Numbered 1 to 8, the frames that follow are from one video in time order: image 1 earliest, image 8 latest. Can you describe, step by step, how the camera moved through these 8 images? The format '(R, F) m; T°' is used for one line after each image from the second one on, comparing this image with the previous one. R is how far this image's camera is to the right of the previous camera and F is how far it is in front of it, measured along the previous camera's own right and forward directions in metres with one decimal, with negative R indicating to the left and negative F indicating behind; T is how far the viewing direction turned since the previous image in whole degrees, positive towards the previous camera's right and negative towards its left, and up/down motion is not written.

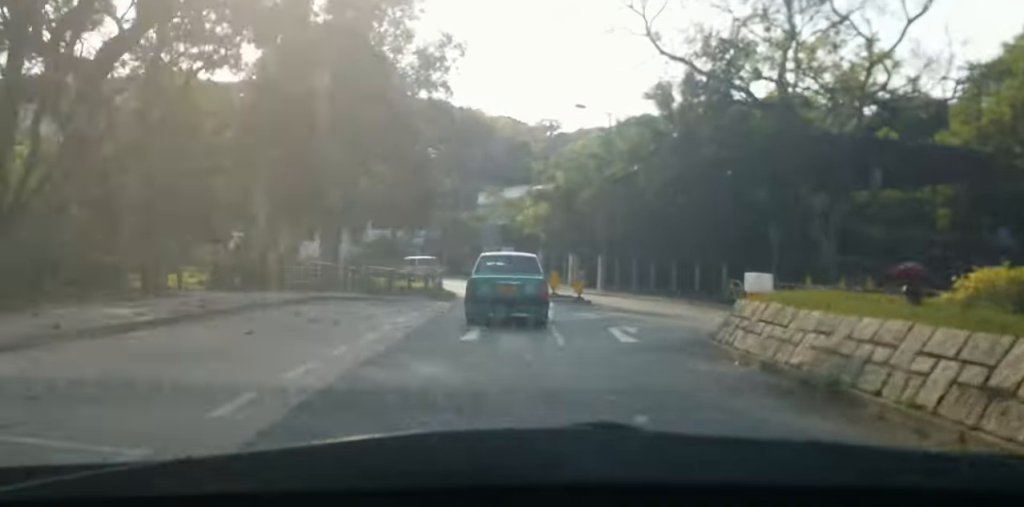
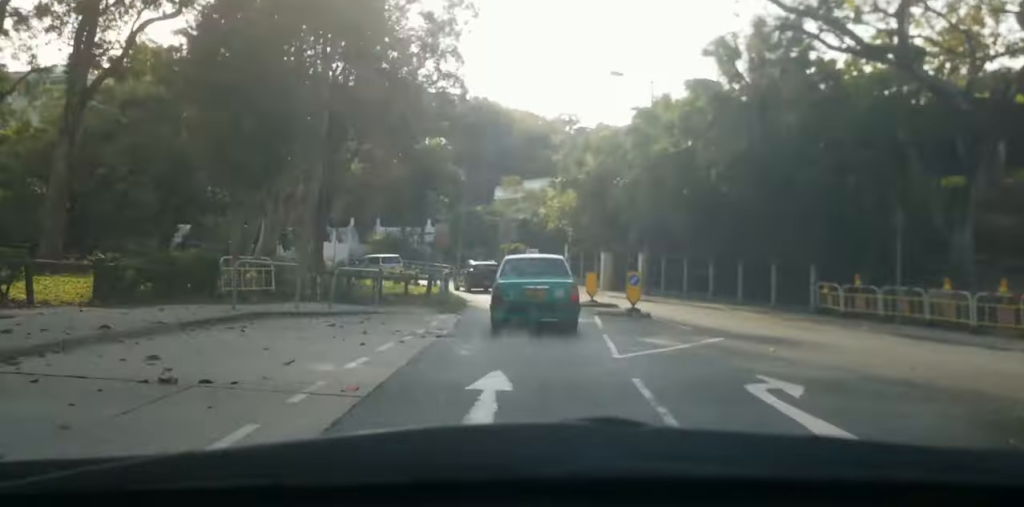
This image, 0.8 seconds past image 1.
(-0.4, +7.7) m; 0°
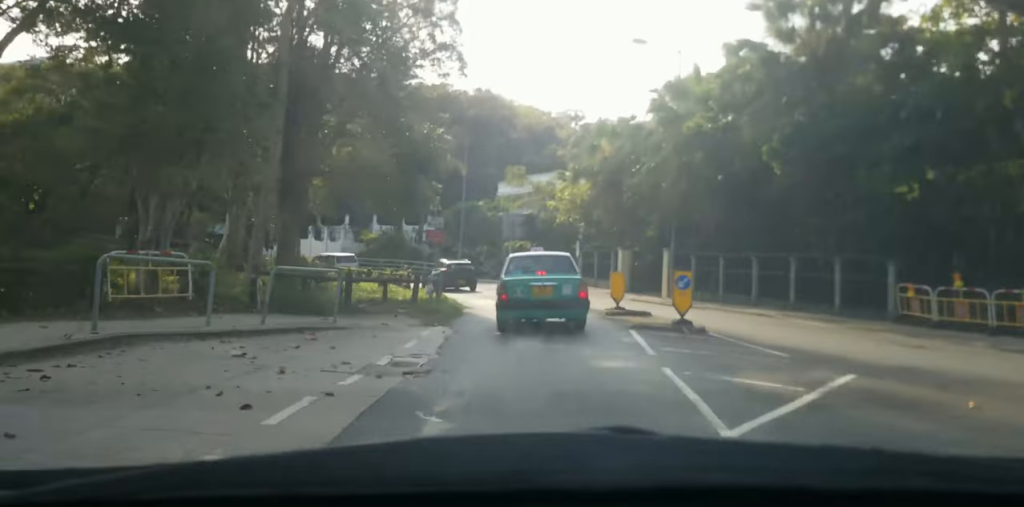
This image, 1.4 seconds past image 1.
(+0.3, +5.5) m; 0°
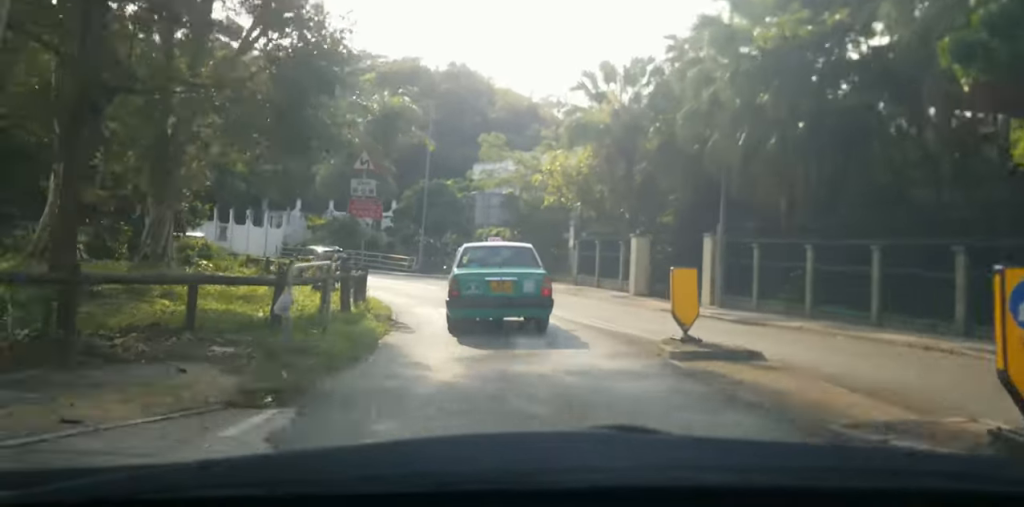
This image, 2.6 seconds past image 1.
(-0.2, +11.8) m; -3°
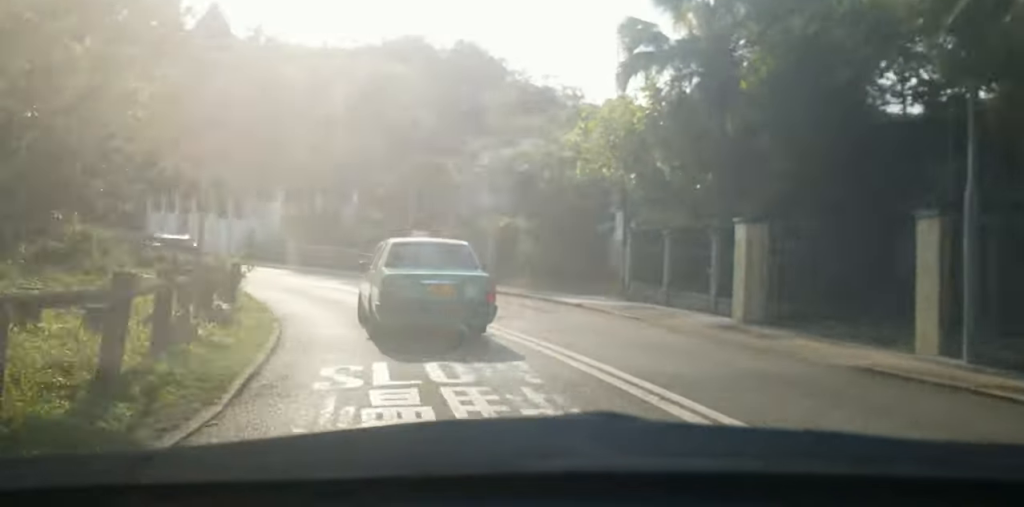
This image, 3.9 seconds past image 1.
(-0.1, +12.6) m; -1°
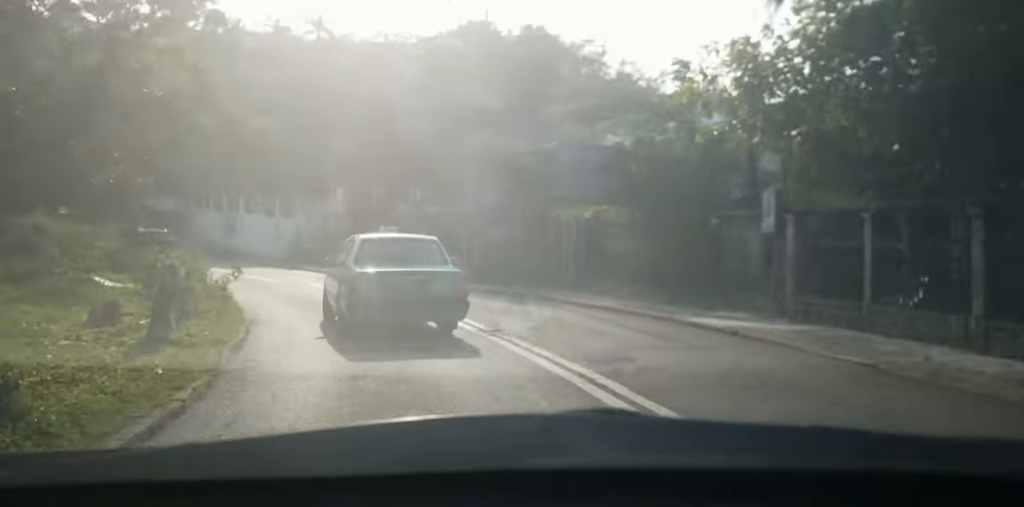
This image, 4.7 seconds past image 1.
(+0.1, +7.6) m; -6°
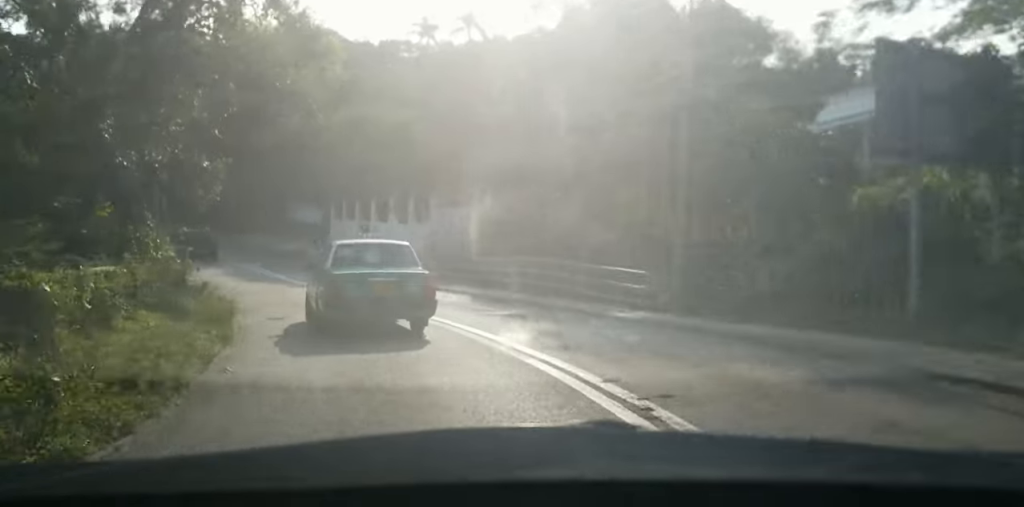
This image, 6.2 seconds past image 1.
(-1.9, +11.9) m; -15°
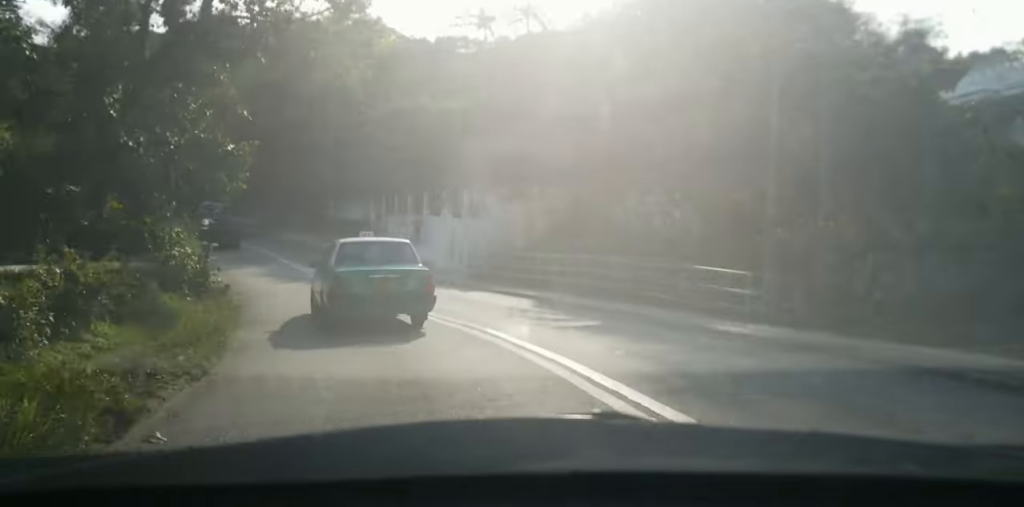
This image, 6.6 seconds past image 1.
(0.0, +3.6) m; -5°
